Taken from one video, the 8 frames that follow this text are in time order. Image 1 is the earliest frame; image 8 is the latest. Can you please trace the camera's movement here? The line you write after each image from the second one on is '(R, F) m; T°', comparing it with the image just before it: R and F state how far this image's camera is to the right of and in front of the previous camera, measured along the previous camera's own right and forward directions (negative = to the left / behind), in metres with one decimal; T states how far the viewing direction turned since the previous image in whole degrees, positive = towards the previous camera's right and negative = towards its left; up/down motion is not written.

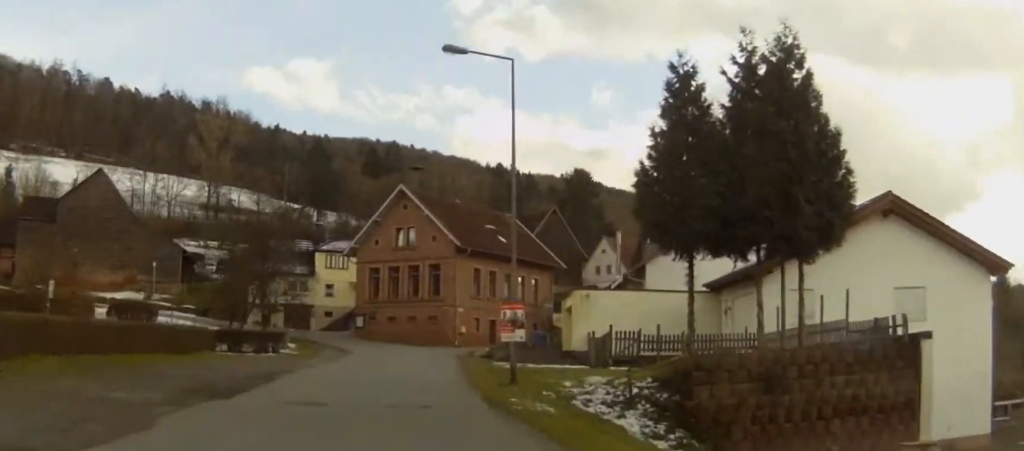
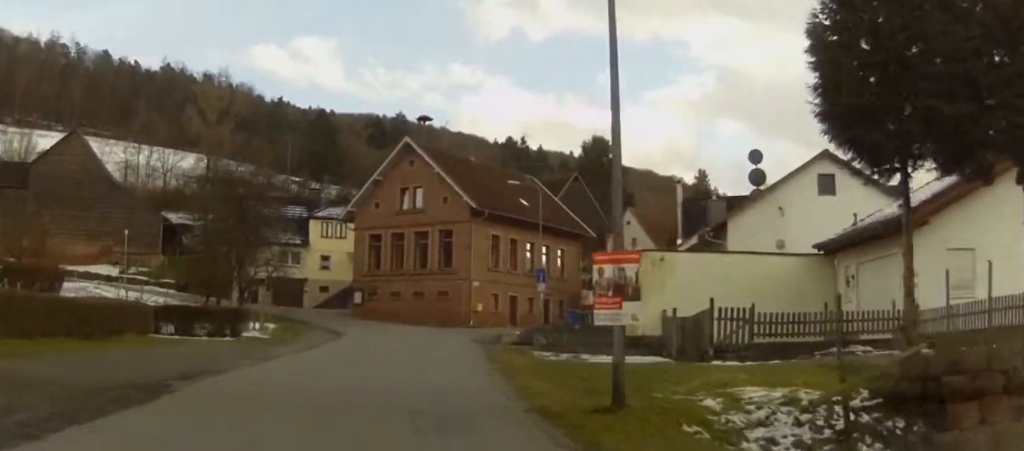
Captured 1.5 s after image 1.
(+0.7, +11.0) m; +3°
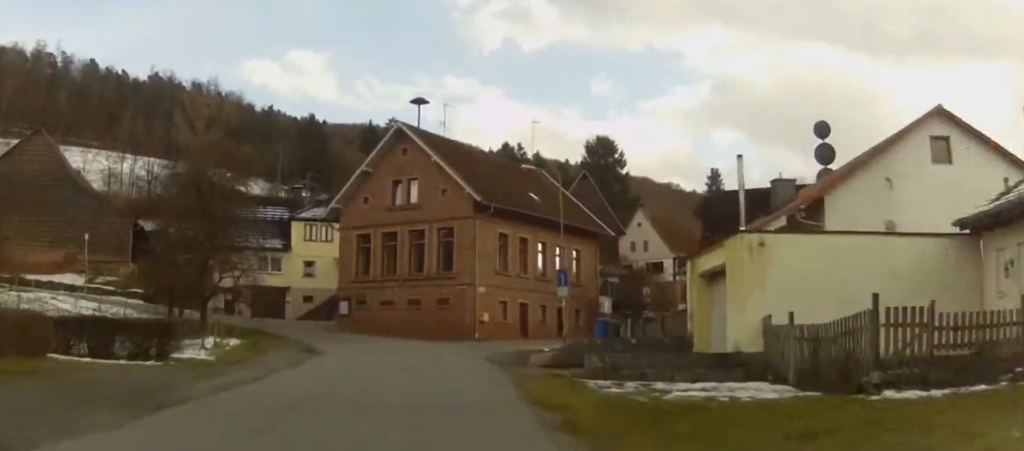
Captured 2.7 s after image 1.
(0.0, +9.5) m; -1°
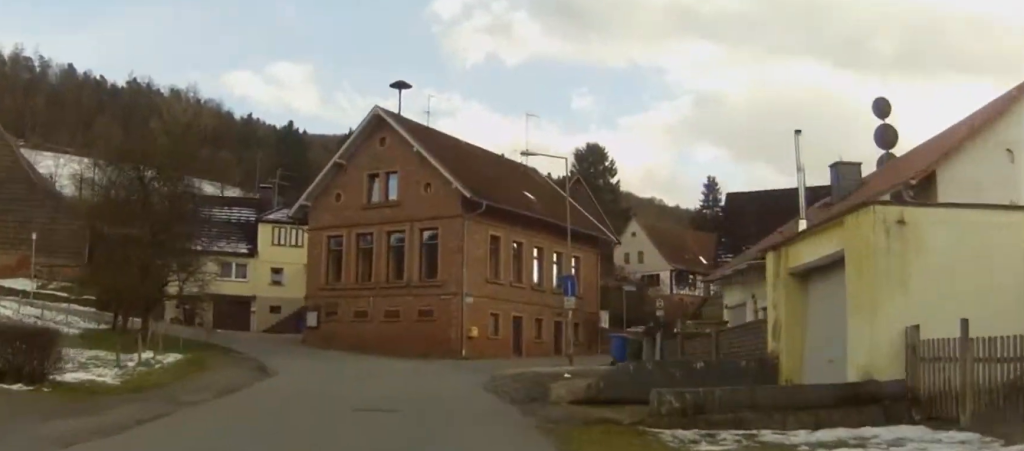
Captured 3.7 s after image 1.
(-0.1, +7.8) m; -1°
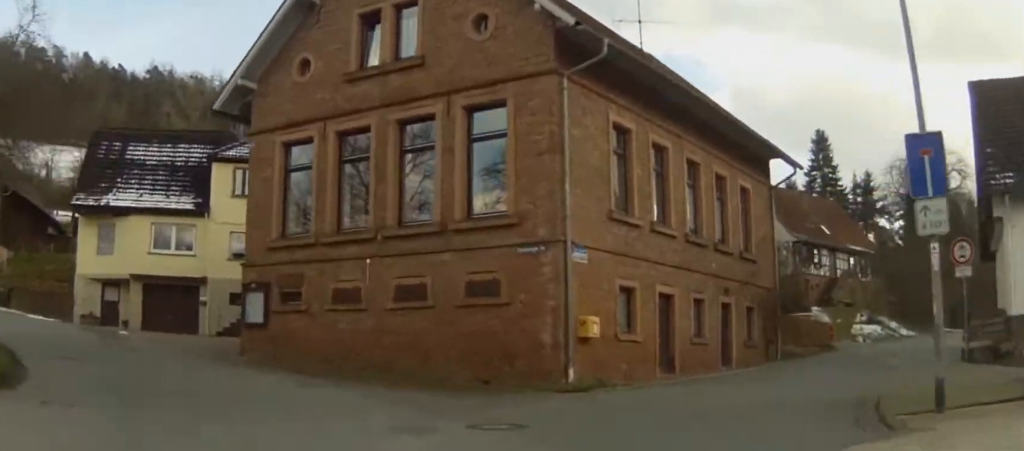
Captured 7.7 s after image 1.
(-0.8, +29.8) m; -5°
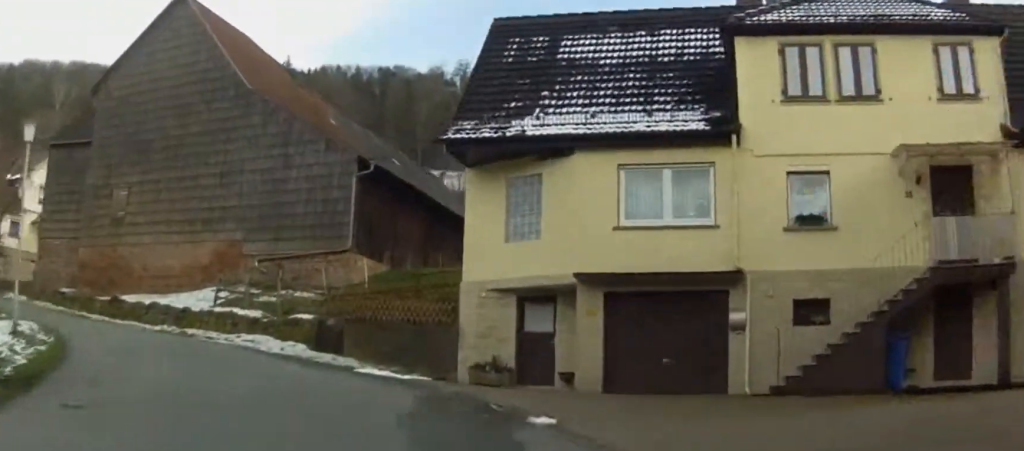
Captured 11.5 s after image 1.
(-3.7, +23.6) m; -25°
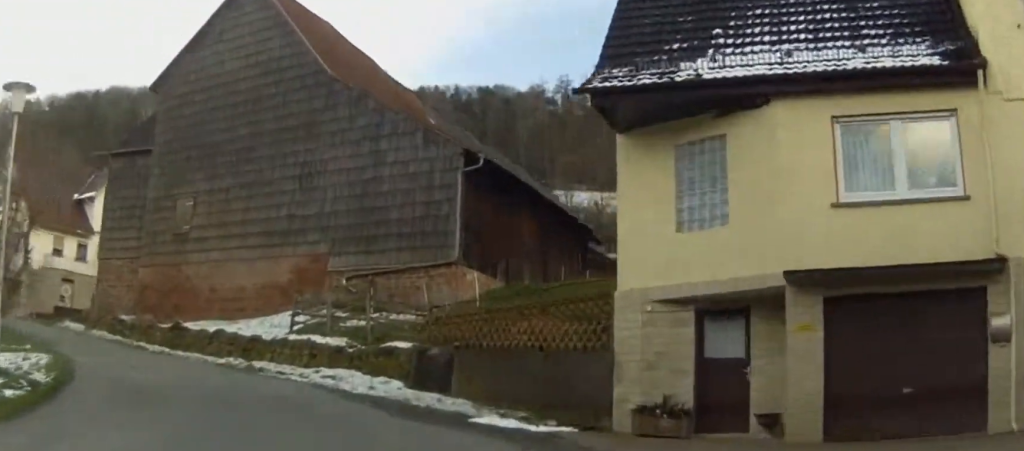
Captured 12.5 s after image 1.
(-0.9, +6.1) m; -7°
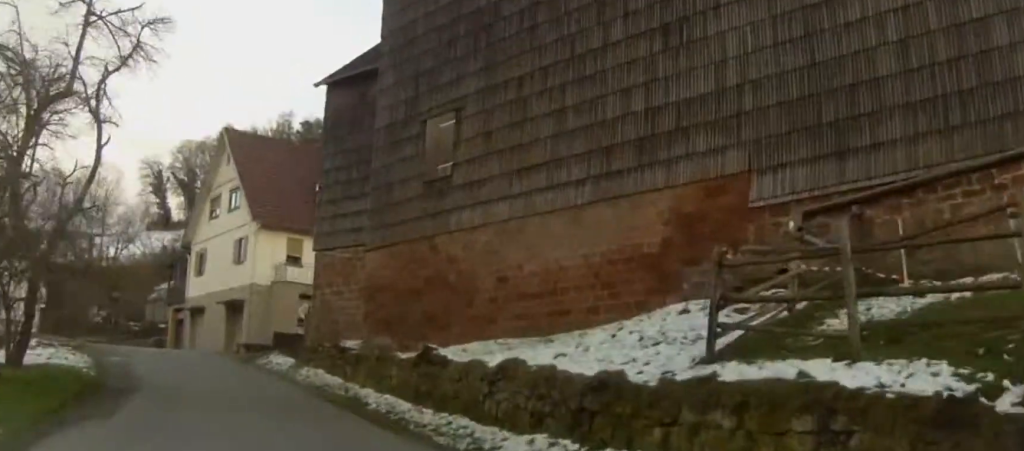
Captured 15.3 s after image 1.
(-2.3, +17.2) m; -21°
